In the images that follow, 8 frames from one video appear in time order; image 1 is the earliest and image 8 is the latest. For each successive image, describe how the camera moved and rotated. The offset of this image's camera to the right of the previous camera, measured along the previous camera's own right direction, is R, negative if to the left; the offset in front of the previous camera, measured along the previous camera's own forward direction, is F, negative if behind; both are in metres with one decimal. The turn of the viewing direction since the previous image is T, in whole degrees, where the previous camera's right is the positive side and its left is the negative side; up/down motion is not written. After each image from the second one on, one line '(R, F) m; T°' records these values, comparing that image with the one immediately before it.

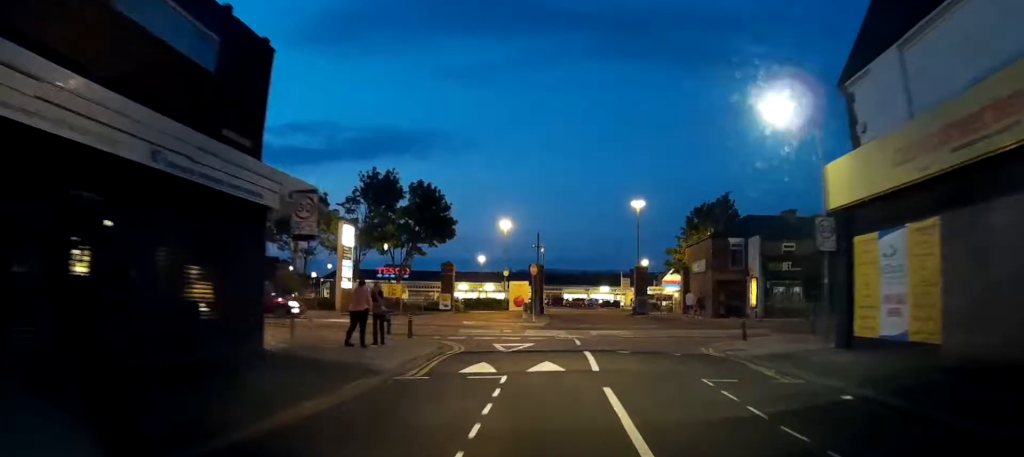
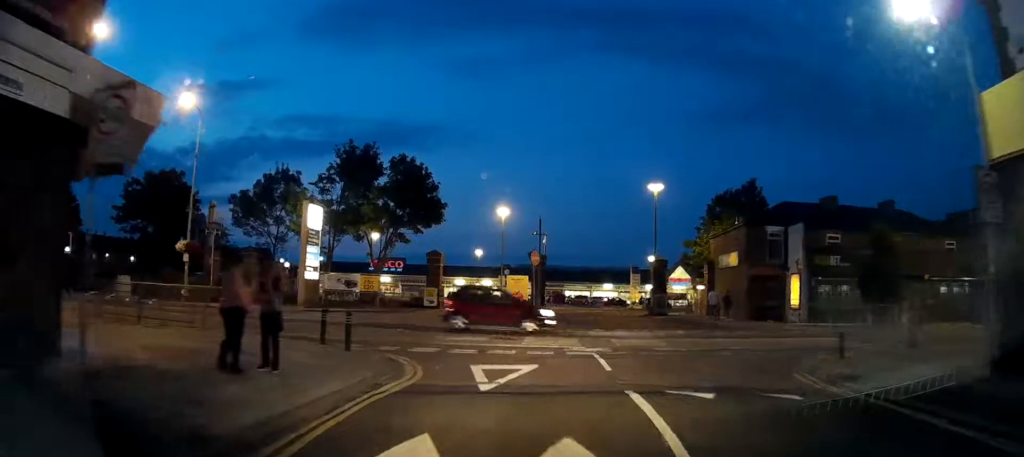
(-0.3, +6.3) m; -4°
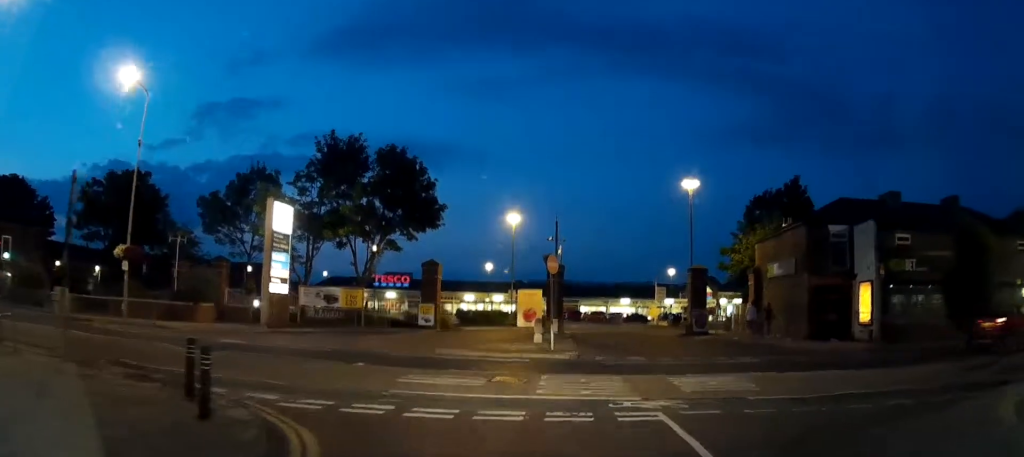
(-0.2, +7.4) m; -5°
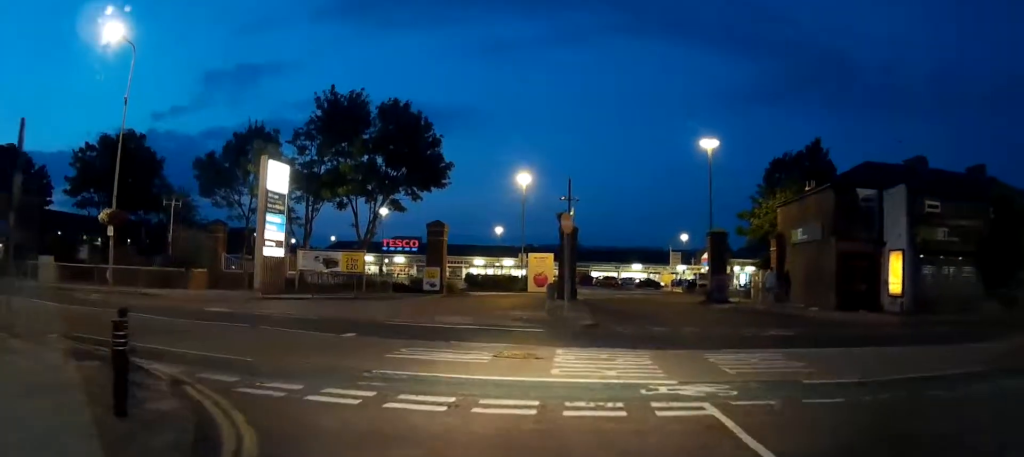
(-0.1, +2.2) m; -6°
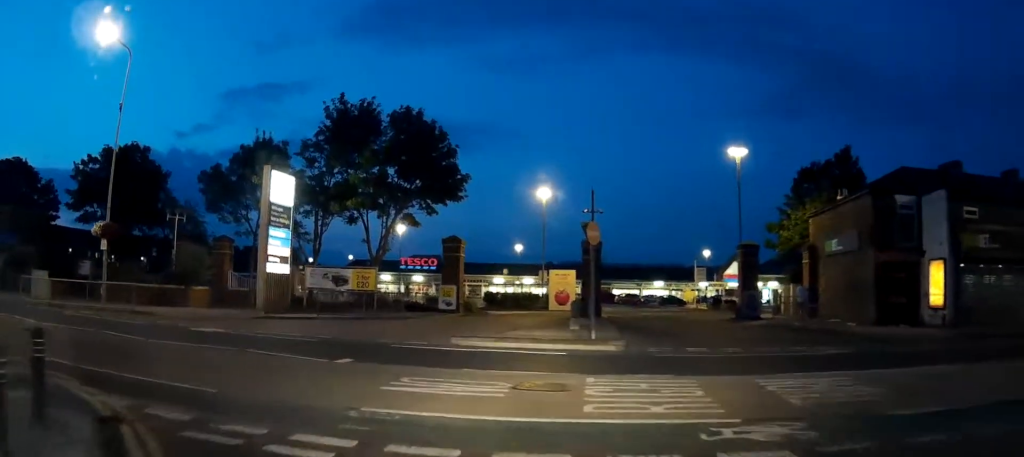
(-0.1, +2.4) m; -7°
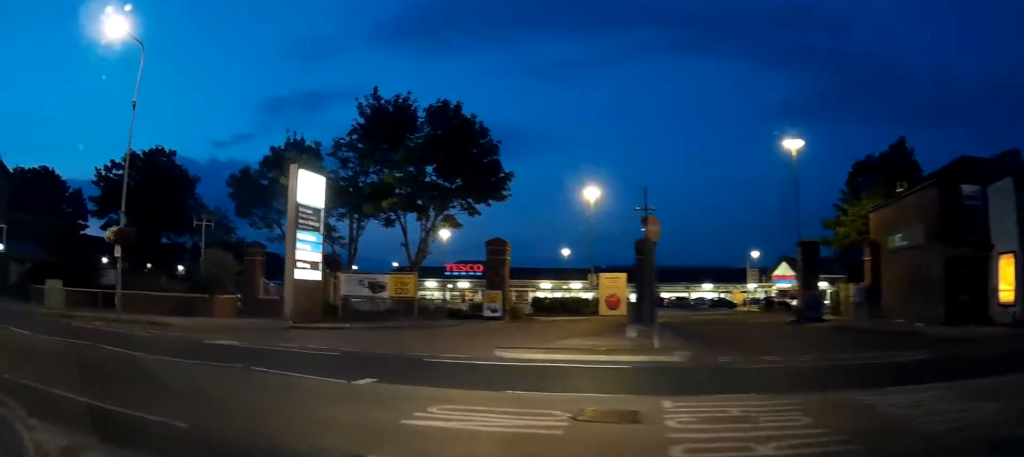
(-0.2, +2.5) m; -8°
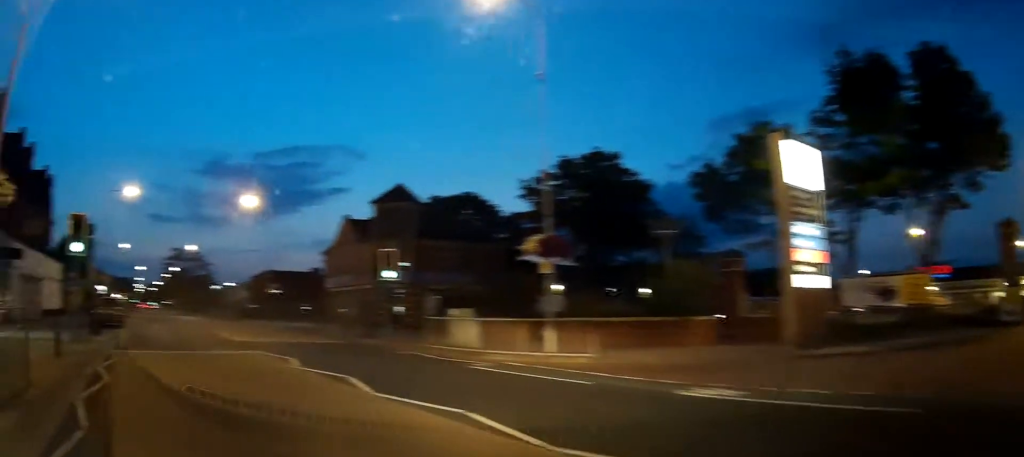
(-1.6, +6.6) m; -28°
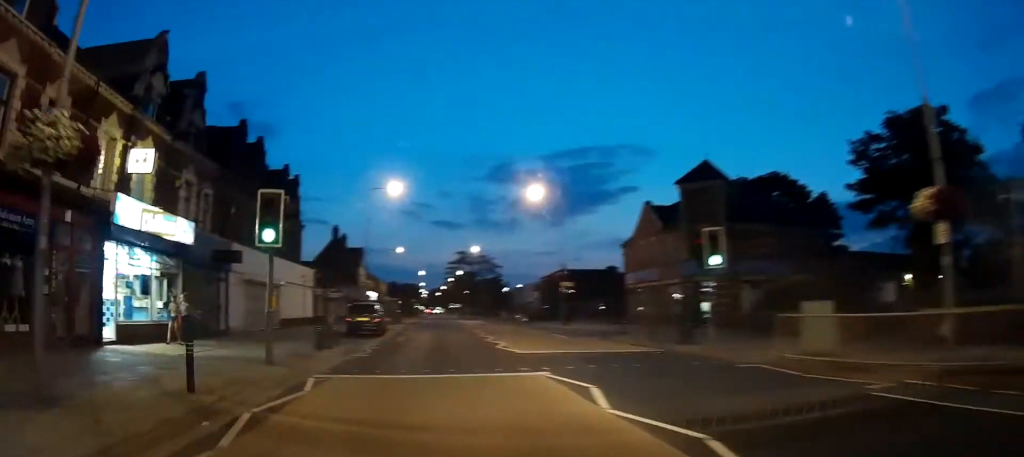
(-0.8, +5.3) m; -12°
